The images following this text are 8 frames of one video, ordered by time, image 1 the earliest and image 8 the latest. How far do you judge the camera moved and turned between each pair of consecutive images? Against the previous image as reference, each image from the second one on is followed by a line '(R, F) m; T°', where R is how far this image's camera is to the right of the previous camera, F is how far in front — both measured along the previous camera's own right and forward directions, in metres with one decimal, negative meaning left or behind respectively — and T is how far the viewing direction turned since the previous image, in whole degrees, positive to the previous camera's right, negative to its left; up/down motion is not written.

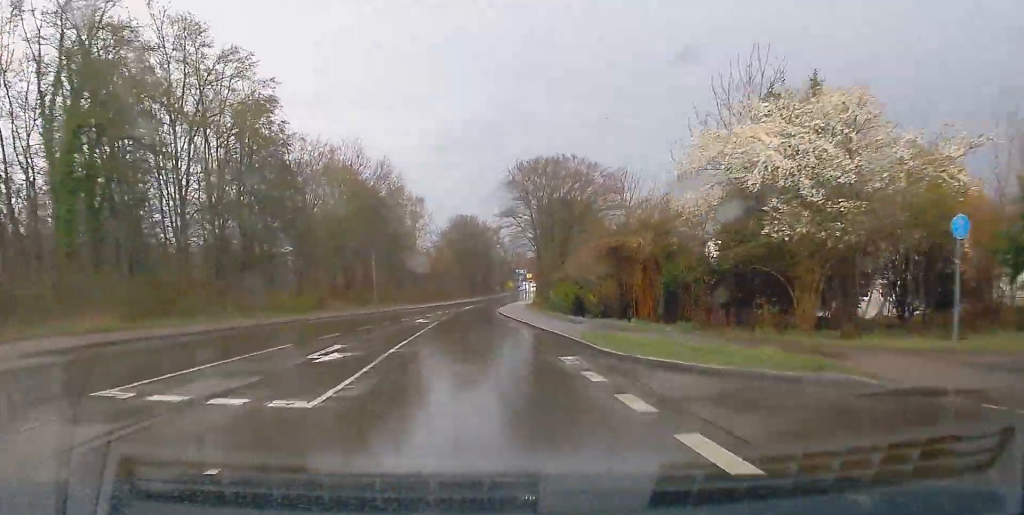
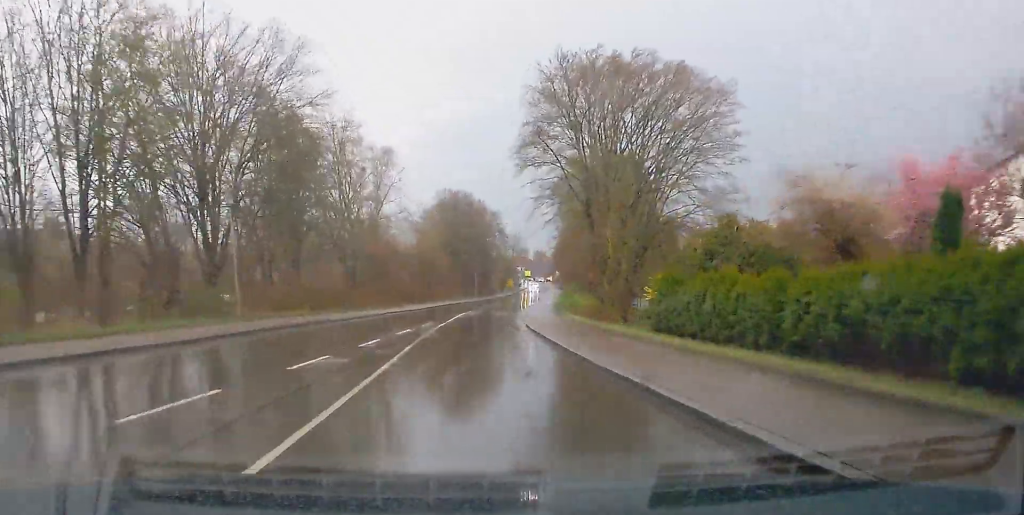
(+0.1, +38.0) m; +2°
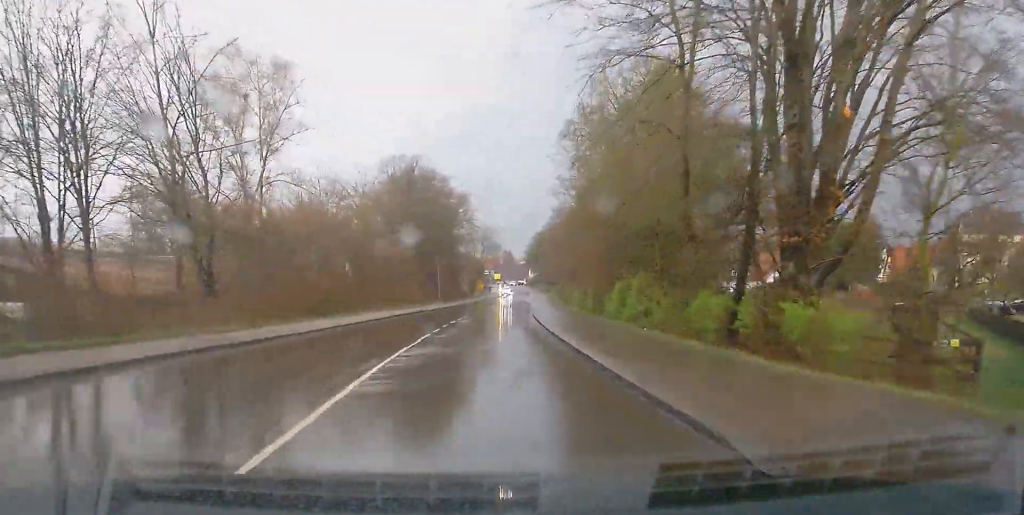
(+1.0, +32.8) m; +3°
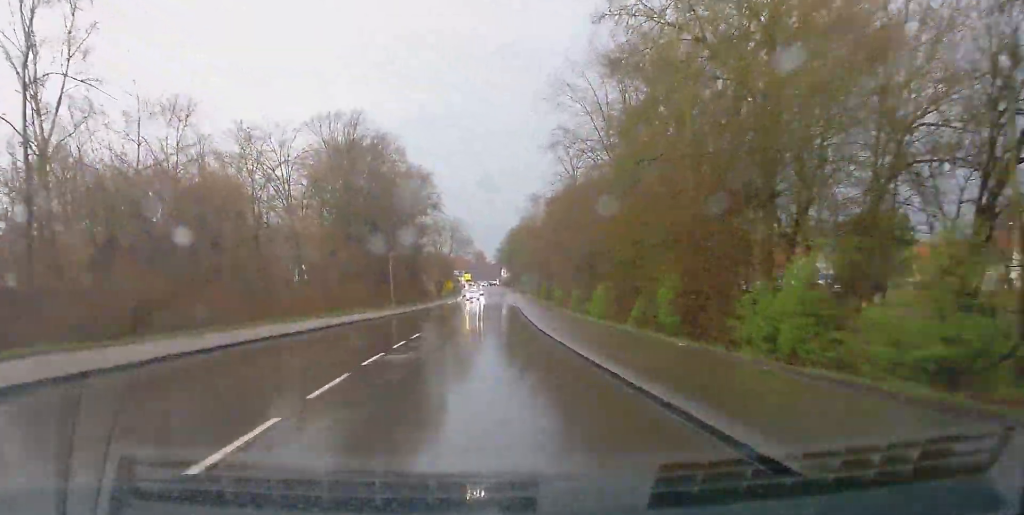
(+0.4, +21.8) m; +2°
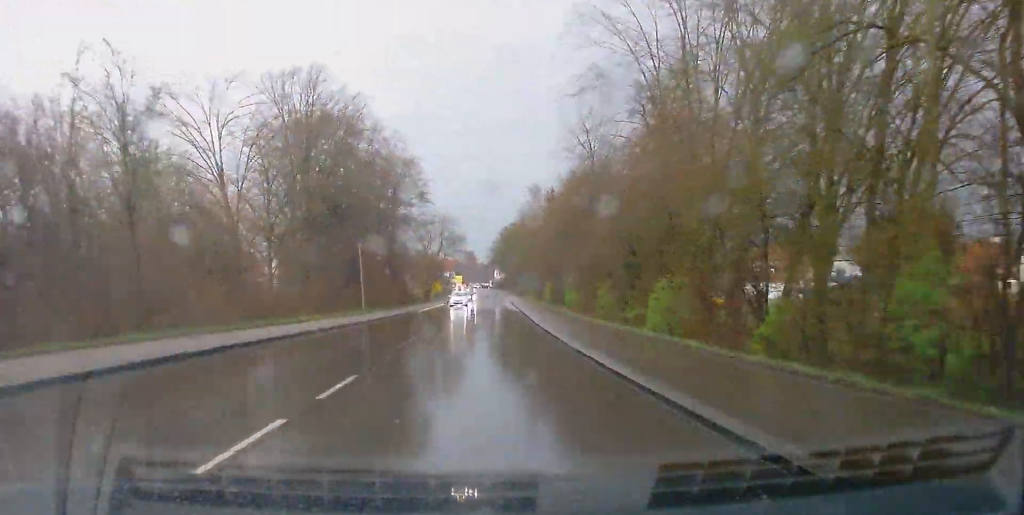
(+0.2, +13.6) m; +1°
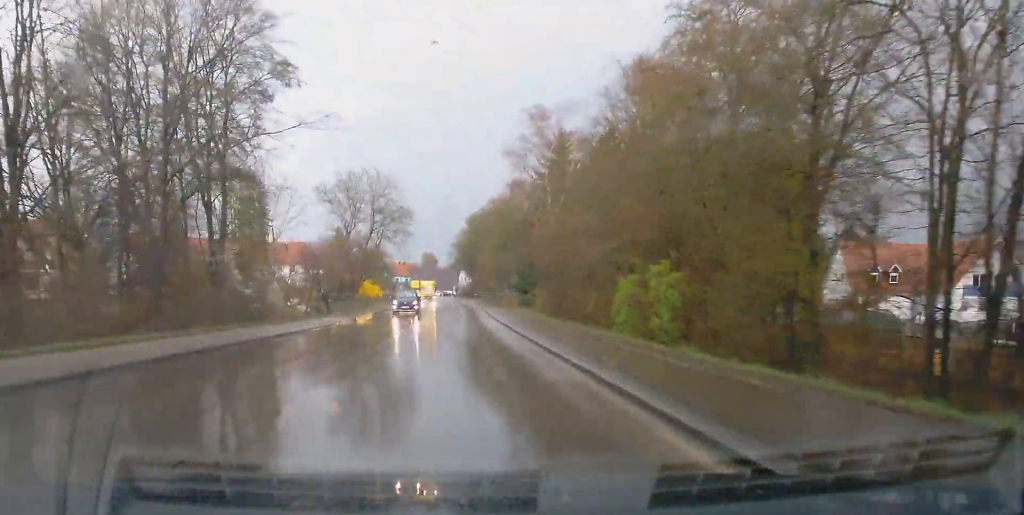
(+1.2, +54.3) m; +1°
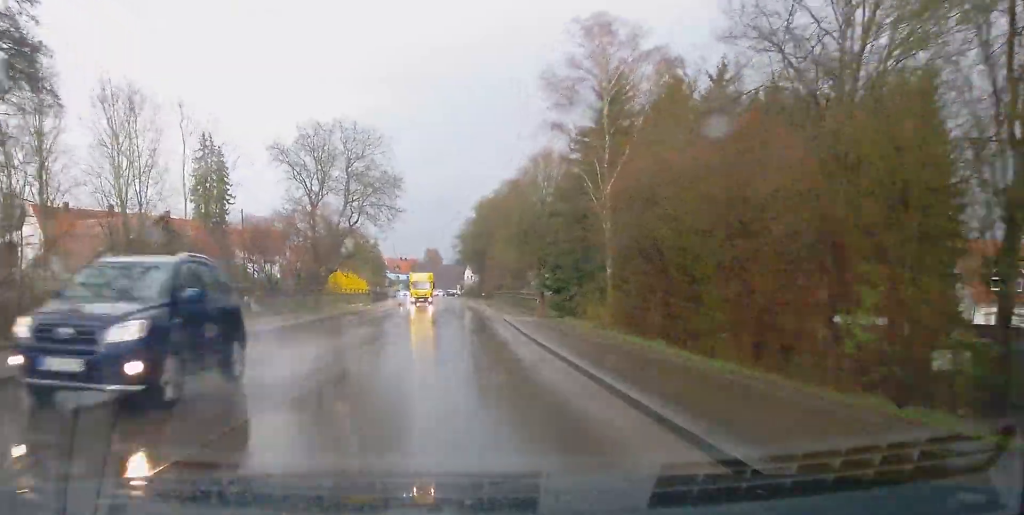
(-0.3, +22.3) m; -2°
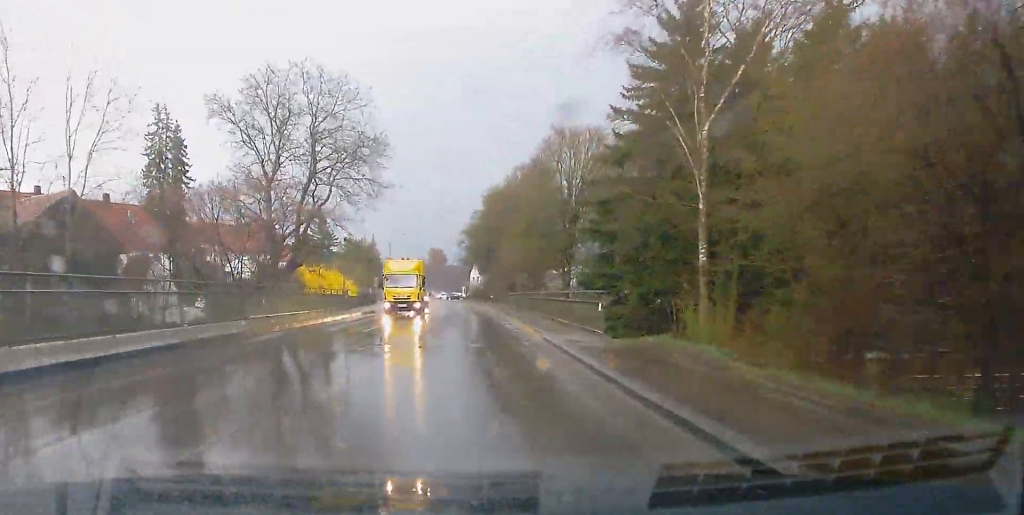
(-0.4, +15.9) m; -1°
